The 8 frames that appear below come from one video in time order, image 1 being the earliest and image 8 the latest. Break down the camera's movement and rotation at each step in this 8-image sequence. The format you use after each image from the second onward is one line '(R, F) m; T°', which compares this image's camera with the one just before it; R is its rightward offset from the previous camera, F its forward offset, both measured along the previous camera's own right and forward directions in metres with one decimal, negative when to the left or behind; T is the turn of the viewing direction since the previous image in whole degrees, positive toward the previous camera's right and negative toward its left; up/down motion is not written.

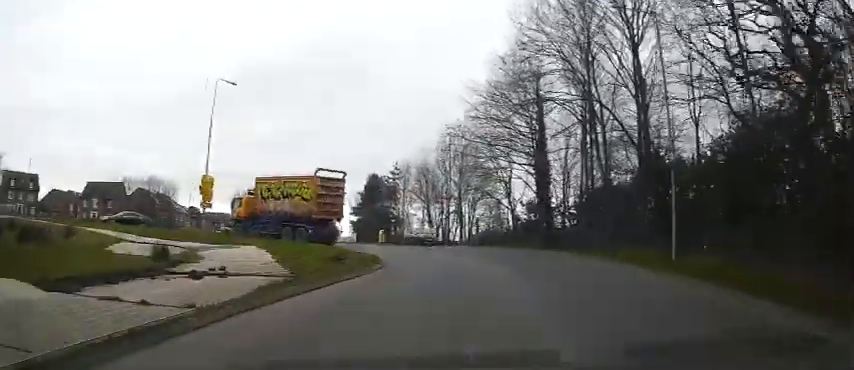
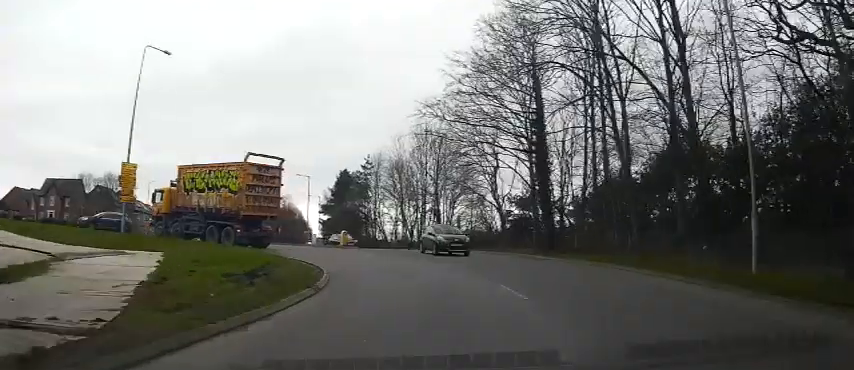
(0.0, +6.9) m; 0°
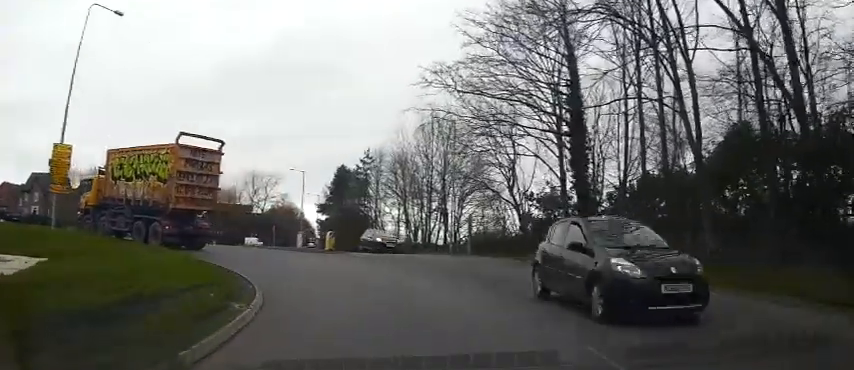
(0.0, +6.1) m; 0°
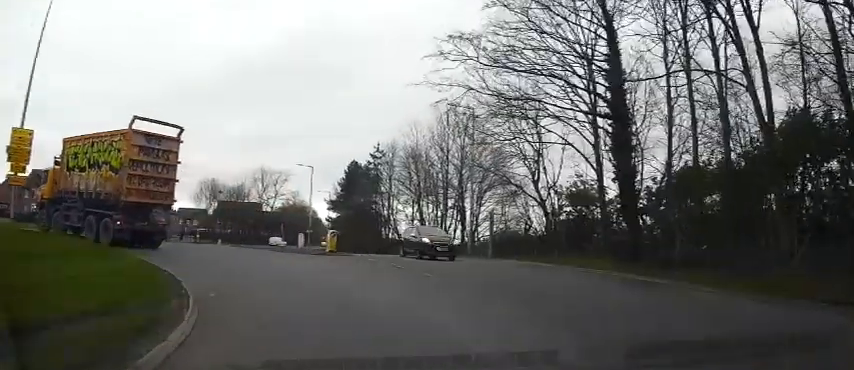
(0.0, +3.6) m; -4°
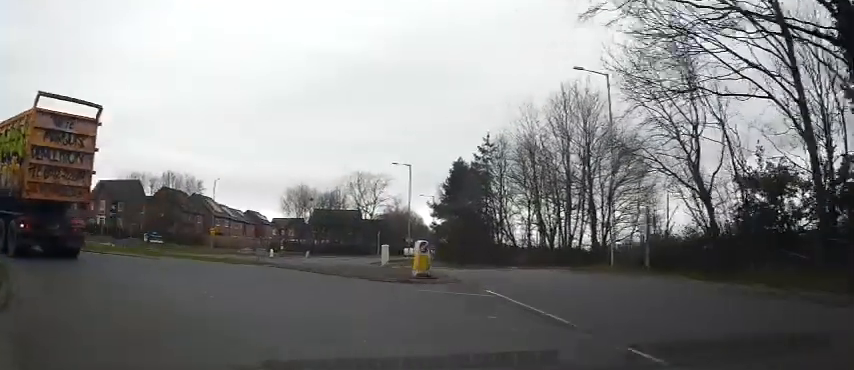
(-0.9, +8.7) m; -17°
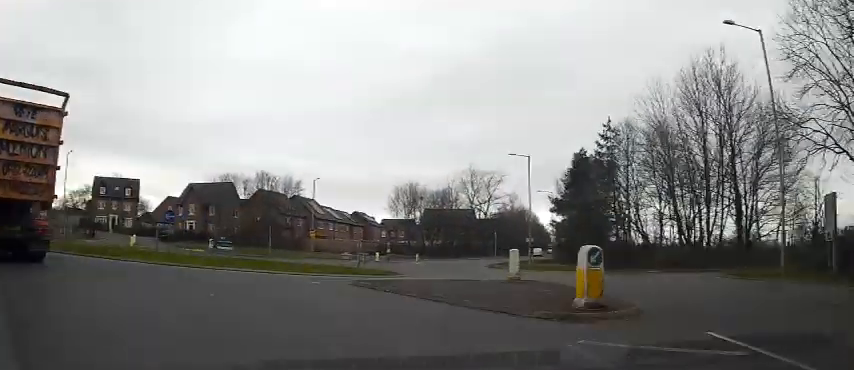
(-0.7, +5.6) m; -13°
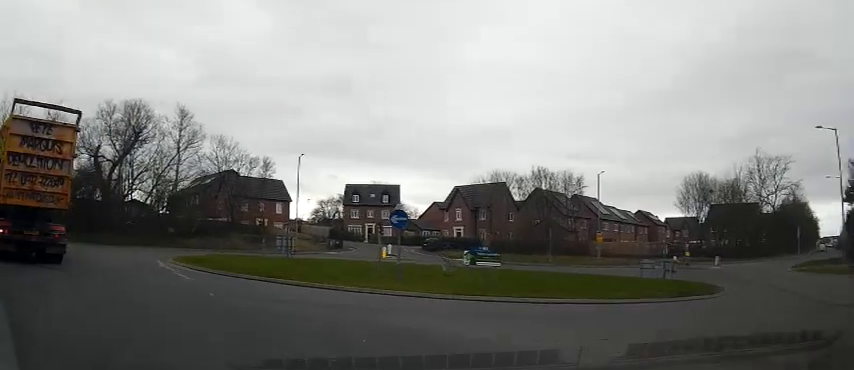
(-2.1, +9.0) m; -29°
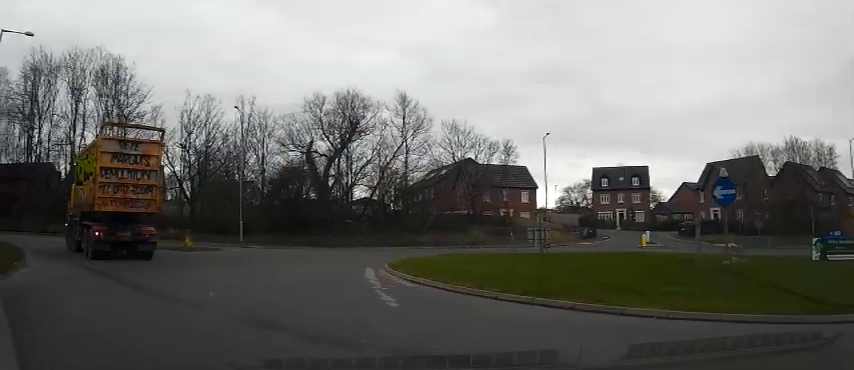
(-1.0, +6.0) m; -22°
